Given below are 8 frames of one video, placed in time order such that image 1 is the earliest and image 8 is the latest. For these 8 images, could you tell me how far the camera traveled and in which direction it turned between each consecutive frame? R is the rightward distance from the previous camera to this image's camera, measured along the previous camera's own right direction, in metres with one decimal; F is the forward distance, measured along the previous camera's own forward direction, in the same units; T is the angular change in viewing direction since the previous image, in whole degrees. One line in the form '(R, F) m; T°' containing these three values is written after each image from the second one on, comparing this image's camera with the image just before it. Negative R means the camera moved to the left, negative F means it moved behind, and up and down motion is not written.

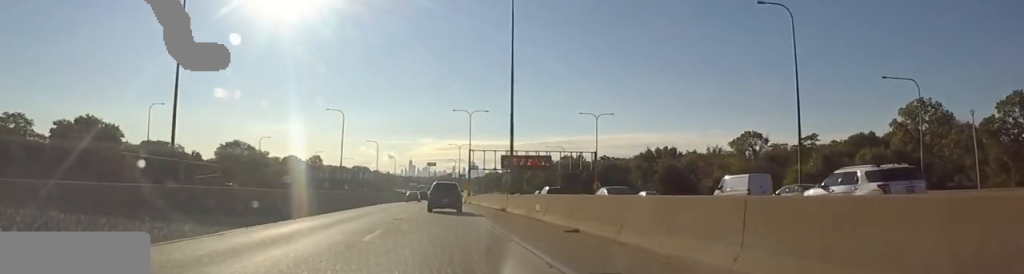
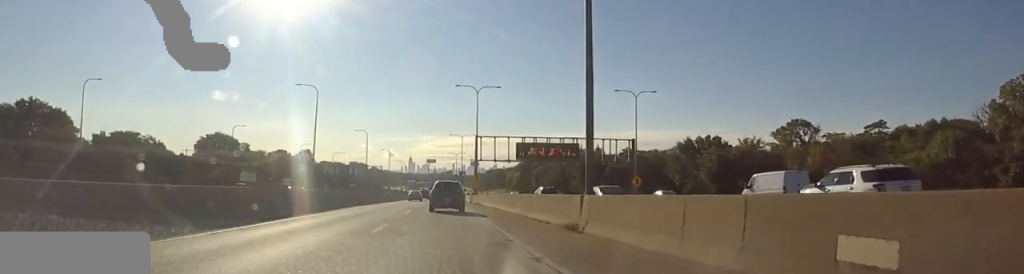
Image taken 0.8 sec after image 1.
(-0.1, +22.0) m; +1°
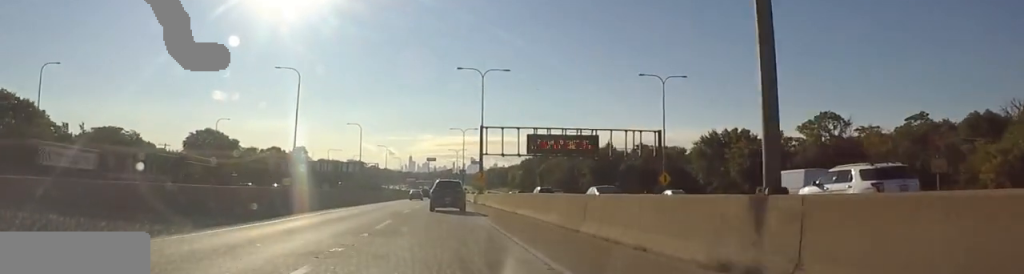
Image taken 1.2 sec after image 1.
(+0.5, +11.0) m; 0°
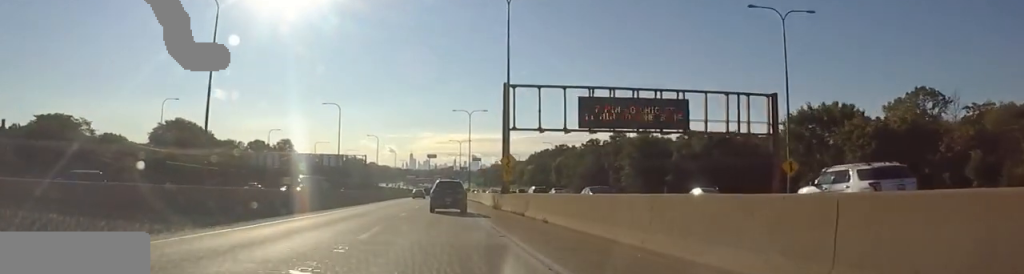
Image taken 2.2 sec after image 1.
(-0.1, +28.0) m; 0°
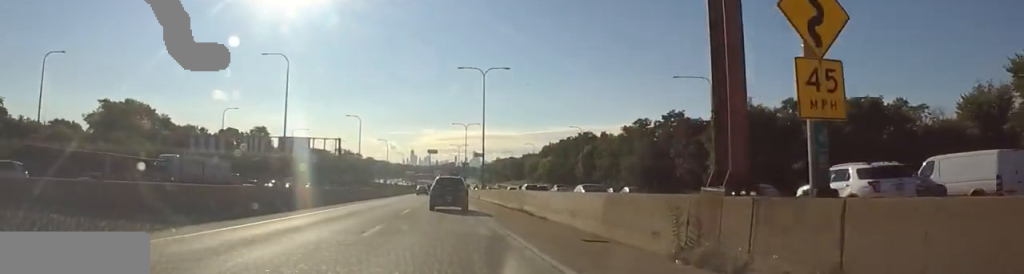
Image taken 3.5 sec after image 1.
(+0.6, +36.3) m; 0°
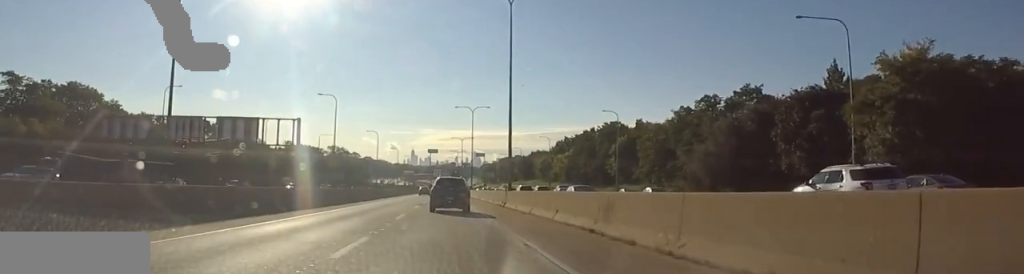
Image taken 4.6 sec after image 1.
(-1.1, +29.4) m; -1°
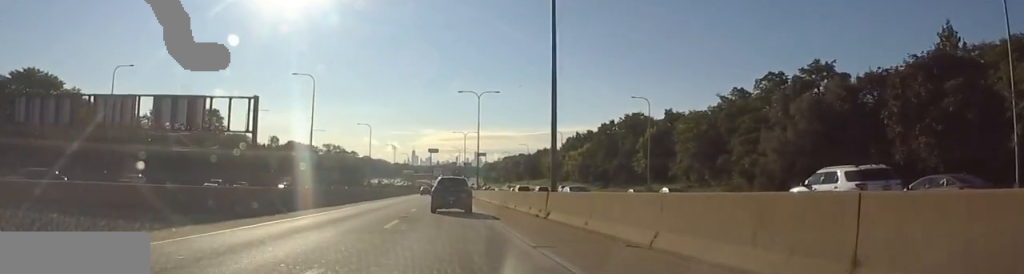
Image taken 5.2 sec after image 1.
(+0.3, +17.6) m; 0°
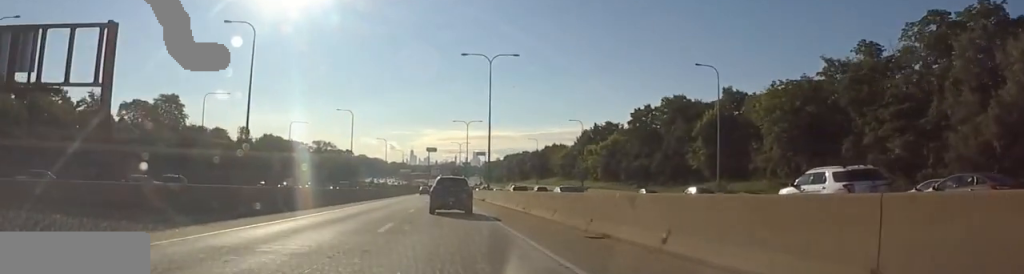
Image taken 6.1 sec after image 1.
(0.0, +25.4) m; +1°
